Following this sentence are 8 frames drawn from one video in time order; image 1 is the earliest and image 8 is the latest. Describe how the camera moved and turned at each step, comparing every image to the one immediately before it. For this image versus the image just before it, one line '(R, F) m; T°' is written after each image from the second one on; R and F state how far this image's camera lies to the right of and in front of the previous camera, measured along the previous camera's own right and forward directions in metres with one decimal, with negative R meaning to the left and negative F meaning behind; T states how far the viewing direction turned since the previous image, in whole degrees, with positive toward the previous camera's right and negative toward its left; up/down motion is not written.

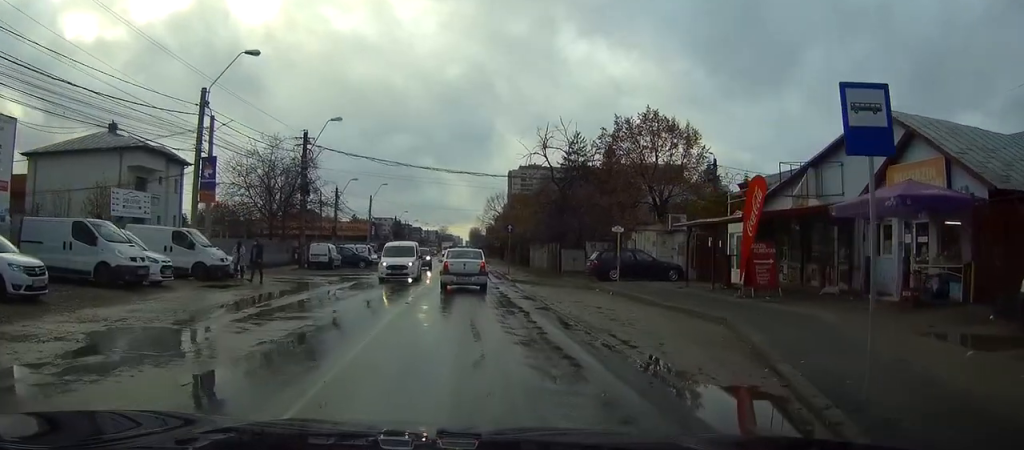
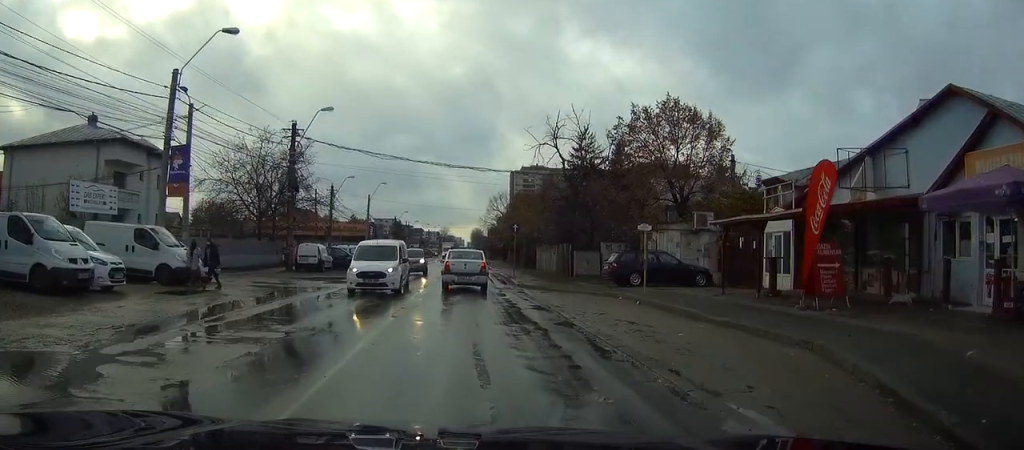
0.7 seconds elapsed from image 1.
(+0.2, +3.5) m; +2°
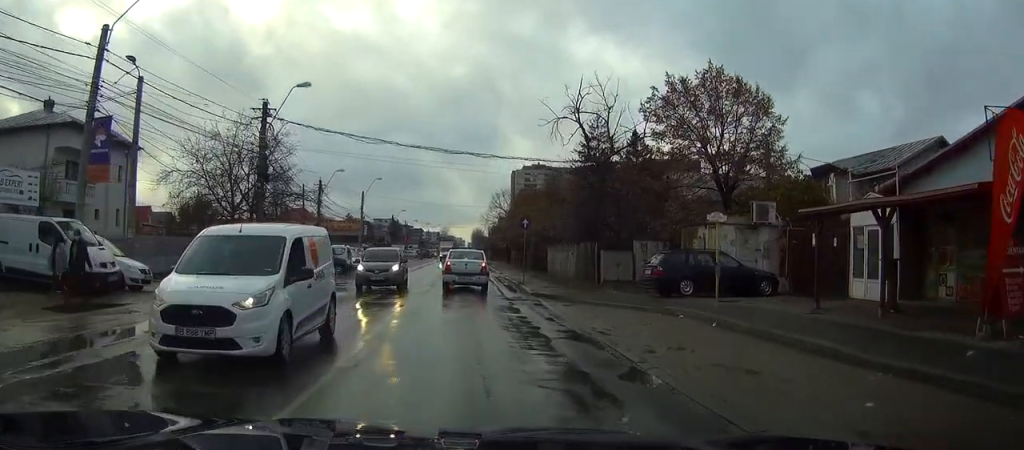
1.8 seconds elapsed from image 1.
(+0.1, +6.3) m; +1°
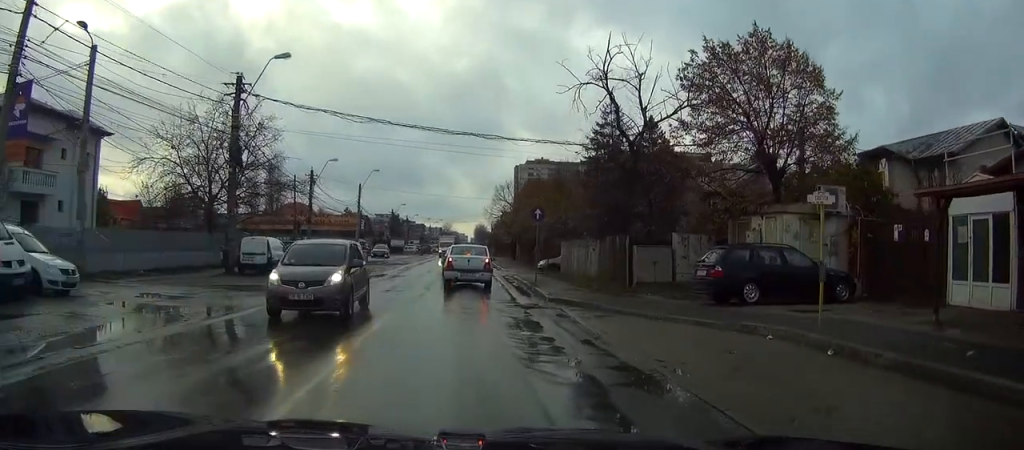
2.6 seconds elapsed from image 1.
(0.0, +4.9) m; -3°
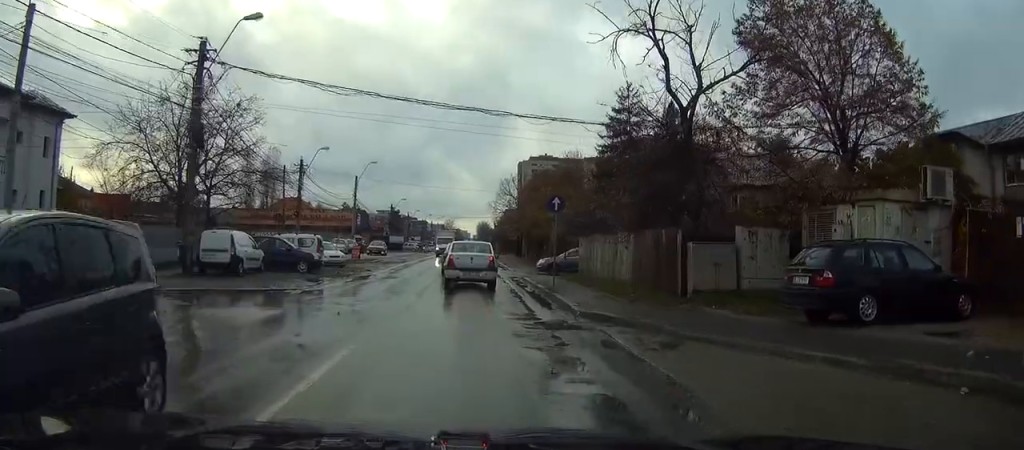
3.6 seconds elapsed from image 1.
(-0.2, +5.3) m; -3°
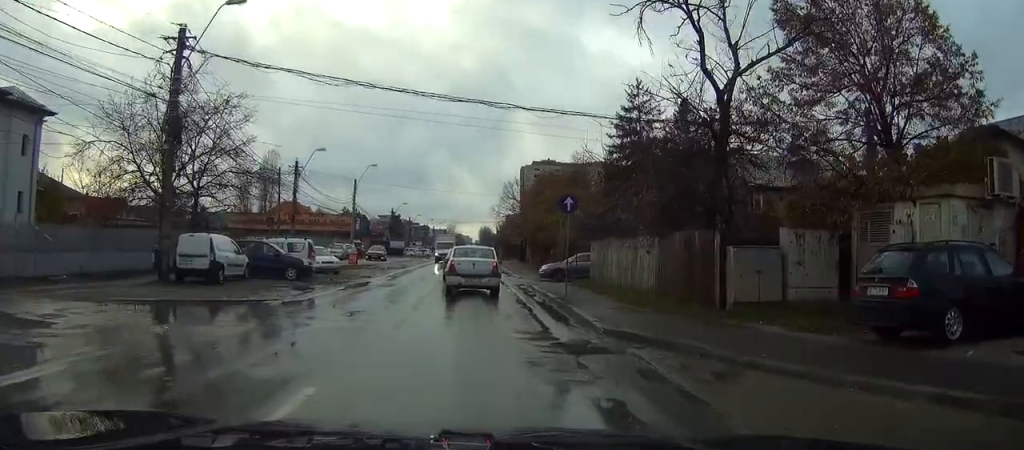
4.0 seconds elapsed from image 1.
(0.0, +2.5) m; 0°
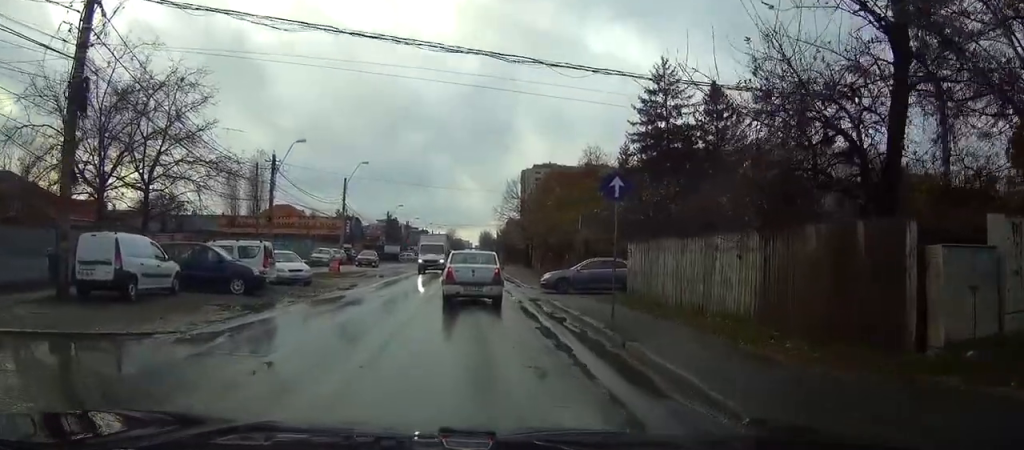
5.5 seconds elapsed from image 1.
(+0.1, +7.0) m; +3°
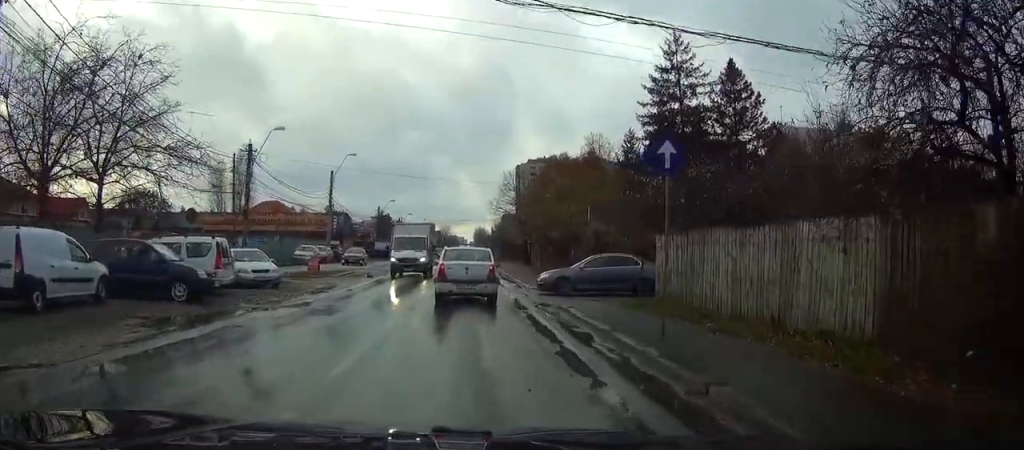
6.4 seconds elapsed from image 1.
(+0.2, +4.4) m; +2°
